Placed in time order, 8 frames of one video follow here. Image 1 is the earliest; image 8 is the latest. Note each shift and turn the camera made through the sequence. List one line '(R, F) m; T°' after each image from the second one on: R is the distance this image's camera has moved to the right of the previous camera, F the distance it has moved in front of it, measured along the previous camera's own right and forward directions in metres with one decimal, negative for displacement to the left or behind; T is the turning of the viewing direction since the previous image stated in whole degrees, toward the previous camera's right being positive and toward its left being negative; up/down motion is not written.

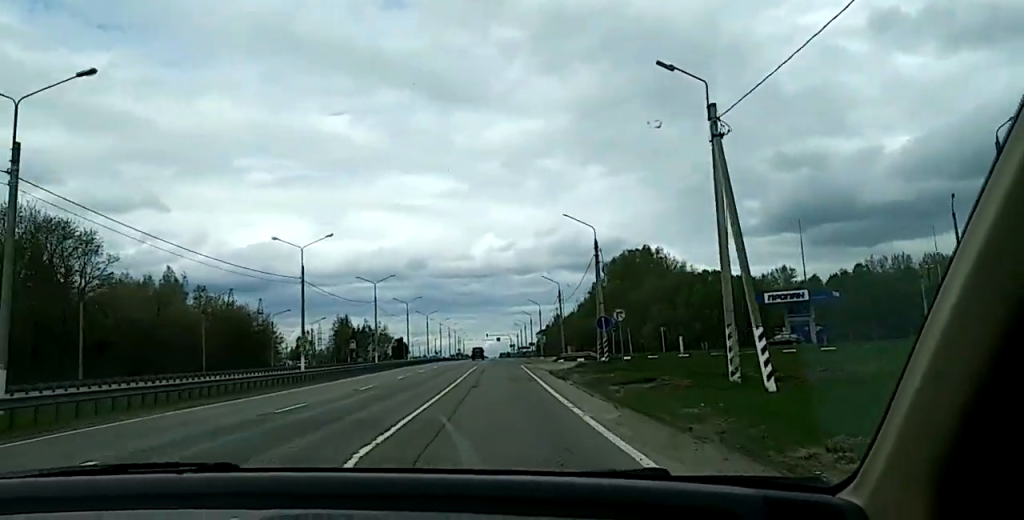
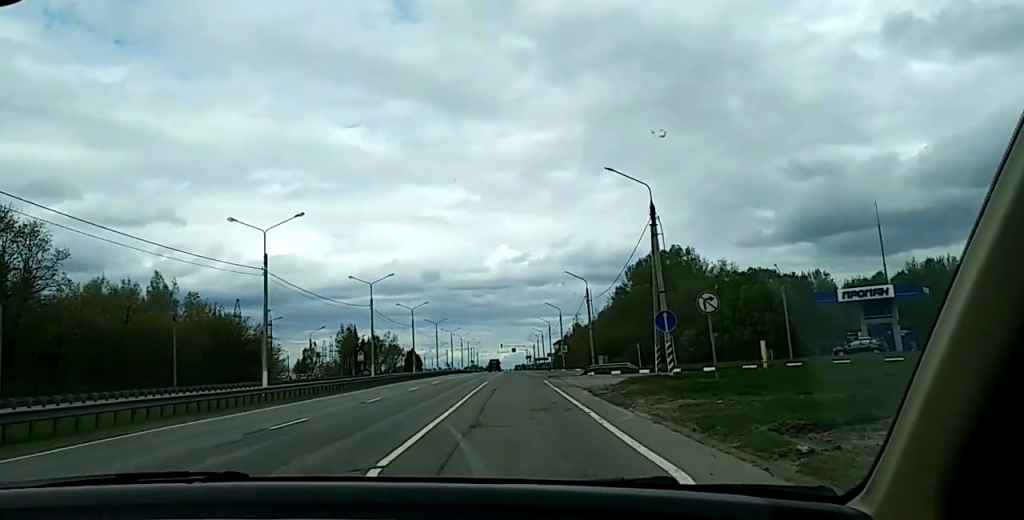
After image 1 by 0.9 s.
(+0.1, +16.8) m; 0°
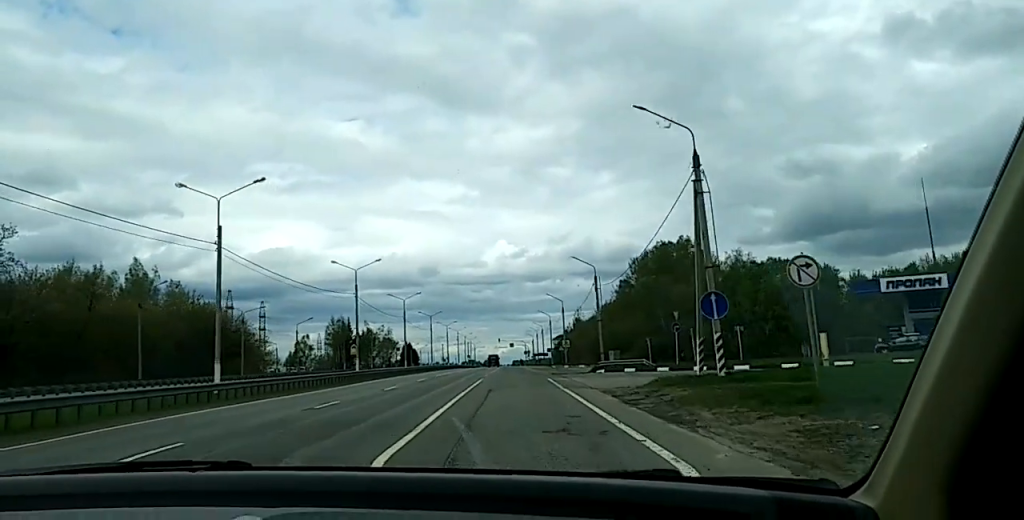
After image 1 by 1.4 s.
(0.0, +9.2) m; 0°
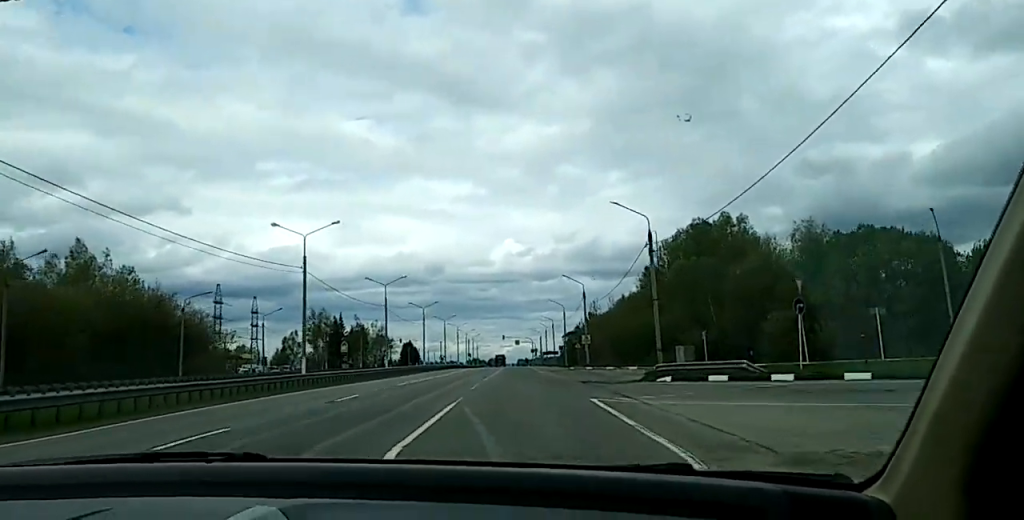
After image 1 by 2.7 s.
(-0.3, +24.3) m; -1°
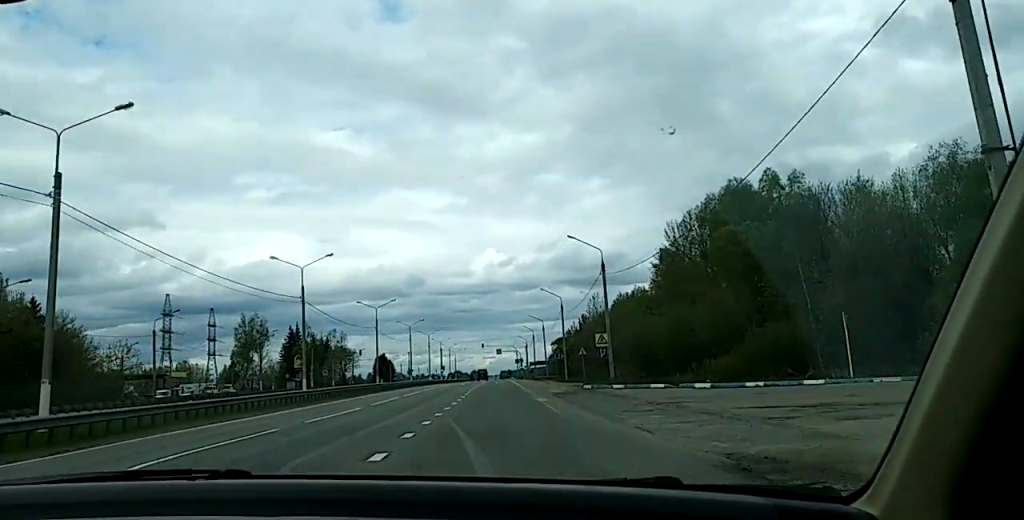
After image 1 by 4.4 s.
(+0.2, +29.2) m; +1°
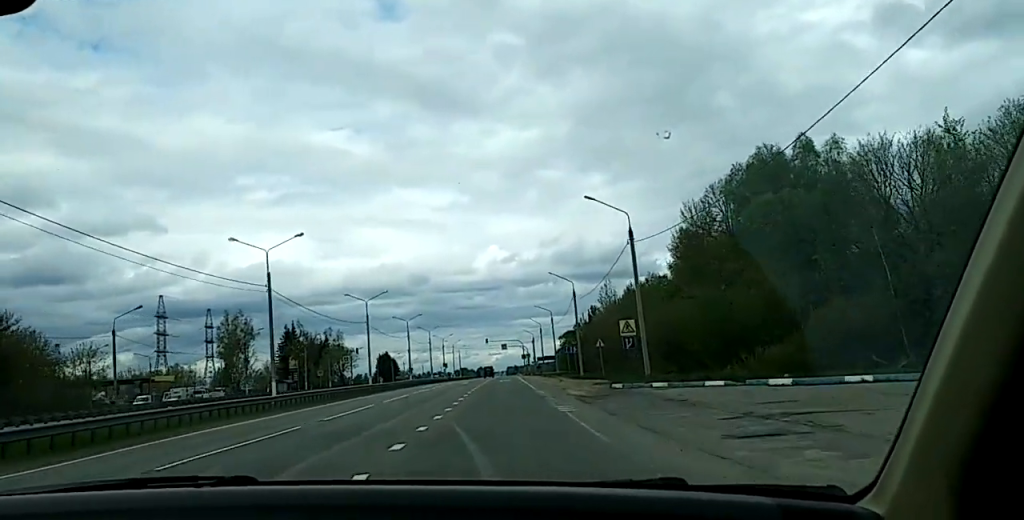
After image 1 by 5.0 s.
(+0.1, +11.2) m; 0°
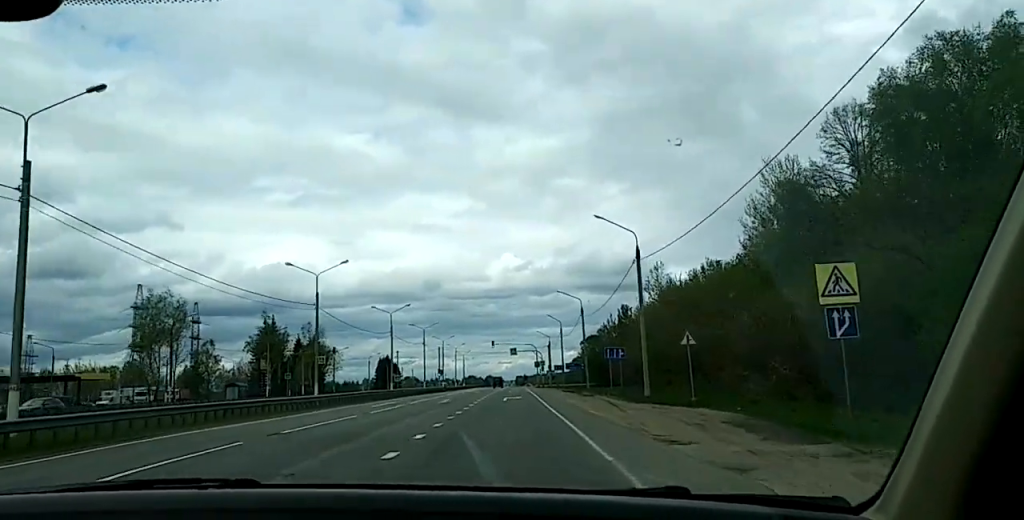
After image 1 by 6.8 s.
(-0.2, +35.7) m; -1°
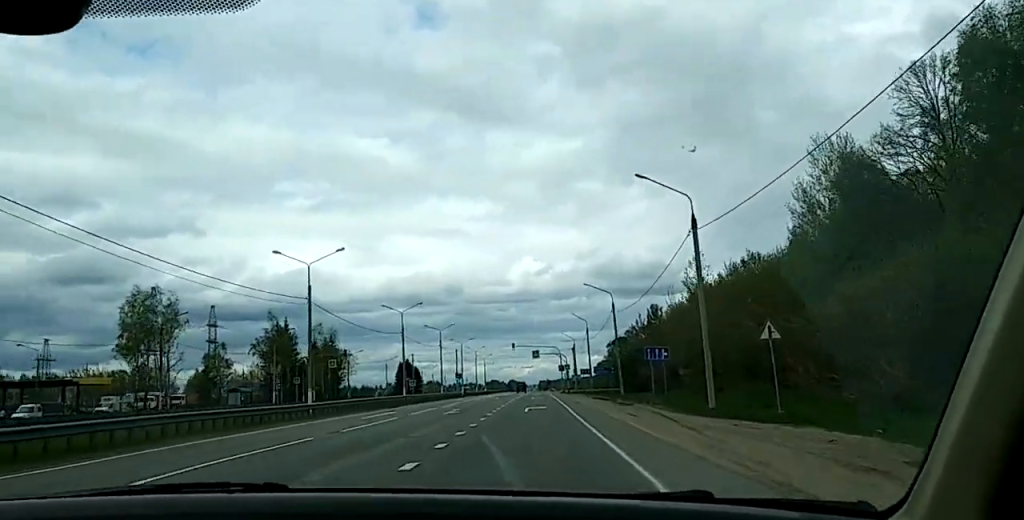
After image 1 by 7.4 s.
(-0.1, +11.0) m; 0°
